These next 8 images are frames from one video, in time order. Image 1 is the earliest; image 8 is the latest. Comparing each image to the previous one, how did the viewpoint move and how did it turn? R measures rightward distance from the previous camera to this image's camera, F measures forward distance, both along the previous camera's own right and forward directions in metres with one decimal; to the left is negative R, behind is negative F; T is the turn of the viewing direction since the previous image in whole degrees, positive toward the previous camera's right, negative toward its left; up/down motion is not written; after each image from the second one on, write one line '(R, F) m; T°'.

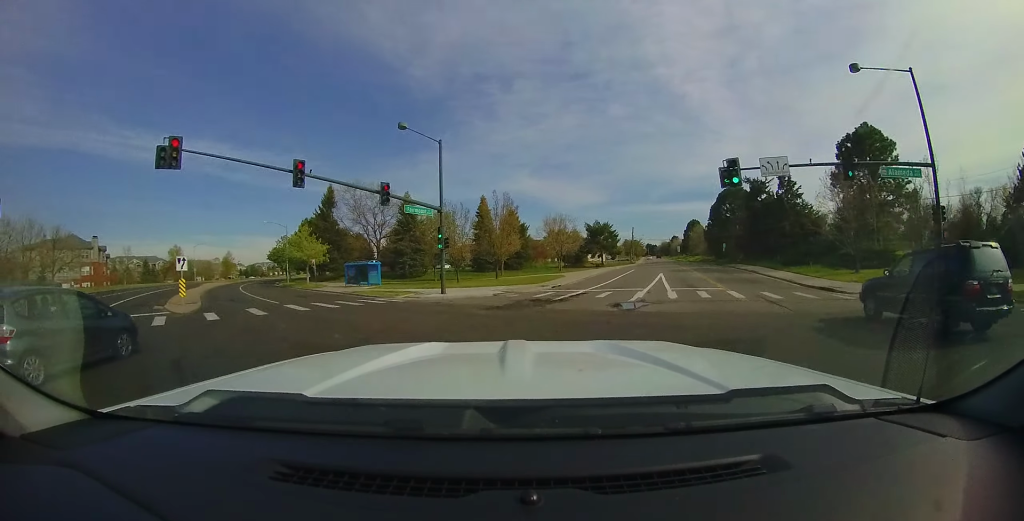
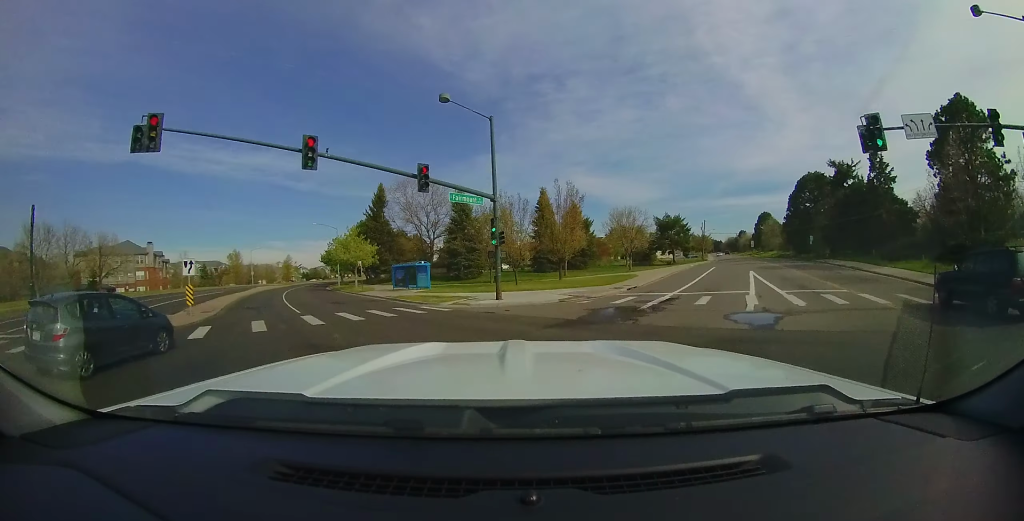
(-0.2, +4.2) m; -14°
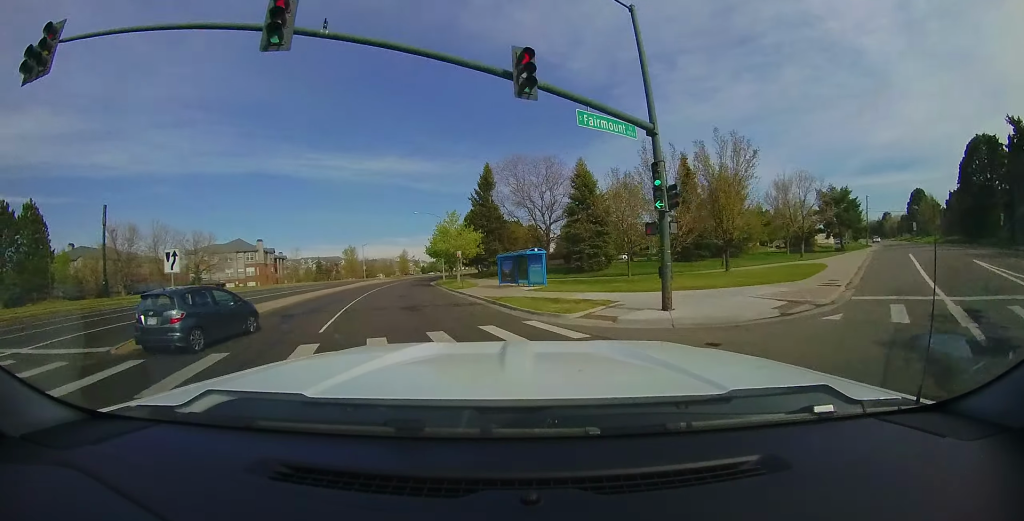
(-2.0, +7.5) m; -17°
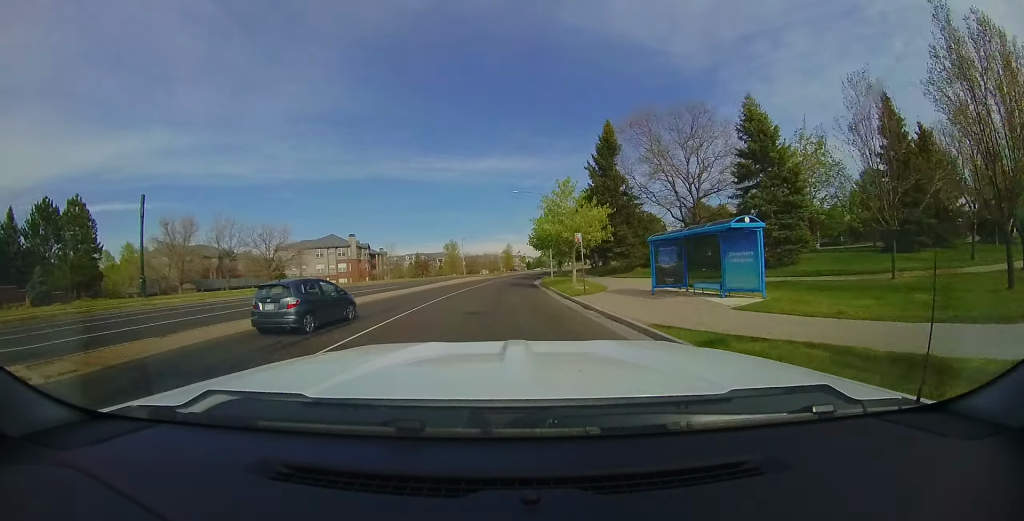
(-0.8, +10.4) m; -7°
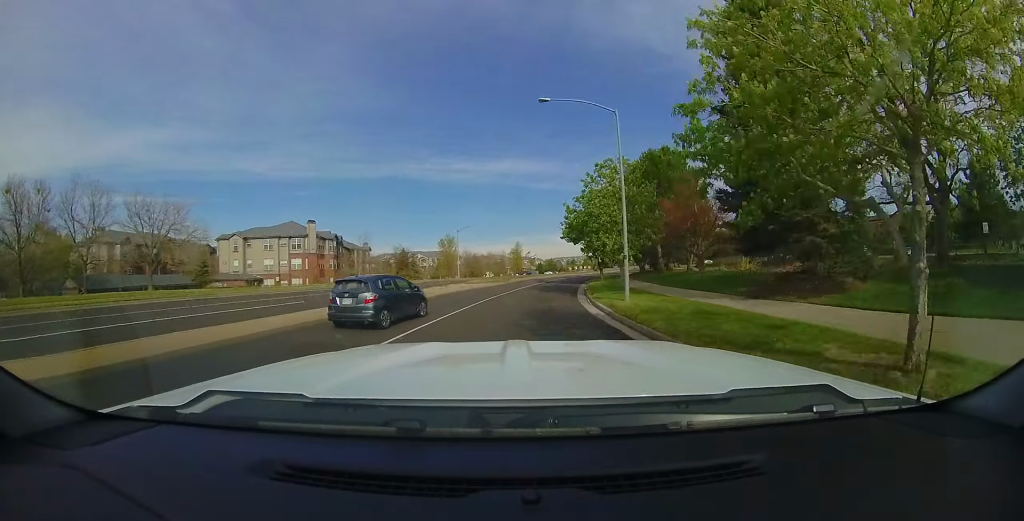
(-1.1, +18.5) m; -4°
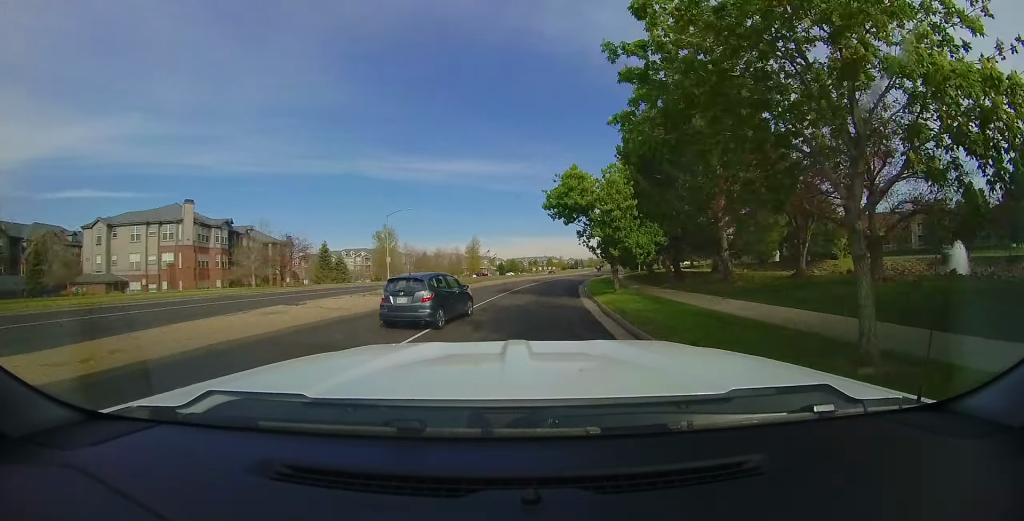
(+0.4, +15.7) m; +4°
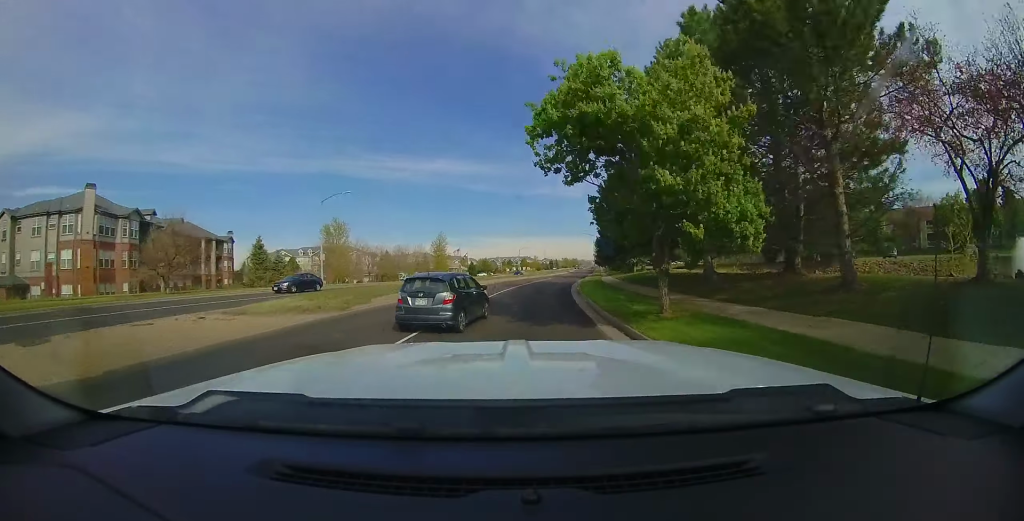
(+0.1, +8.7) m; +3°
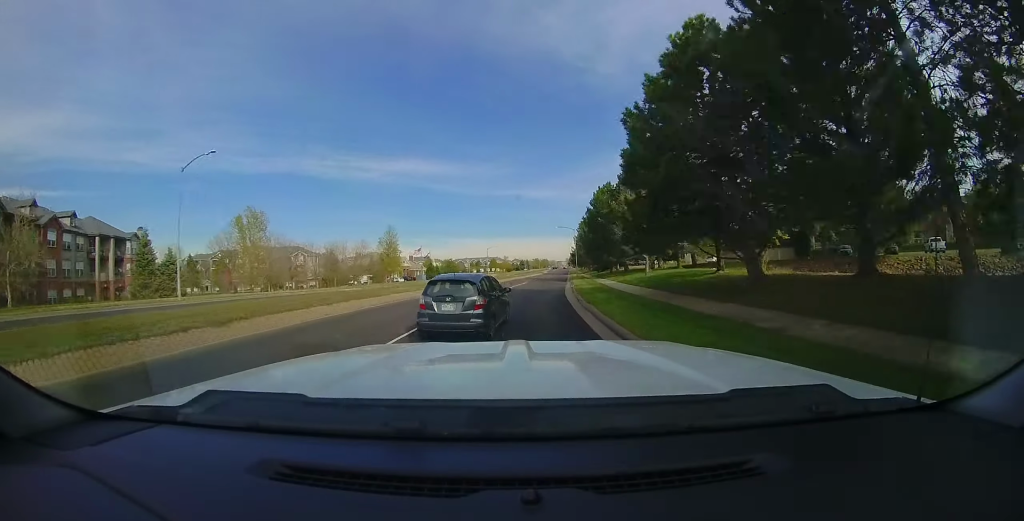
(+0.3, +12.1) m; +4°
